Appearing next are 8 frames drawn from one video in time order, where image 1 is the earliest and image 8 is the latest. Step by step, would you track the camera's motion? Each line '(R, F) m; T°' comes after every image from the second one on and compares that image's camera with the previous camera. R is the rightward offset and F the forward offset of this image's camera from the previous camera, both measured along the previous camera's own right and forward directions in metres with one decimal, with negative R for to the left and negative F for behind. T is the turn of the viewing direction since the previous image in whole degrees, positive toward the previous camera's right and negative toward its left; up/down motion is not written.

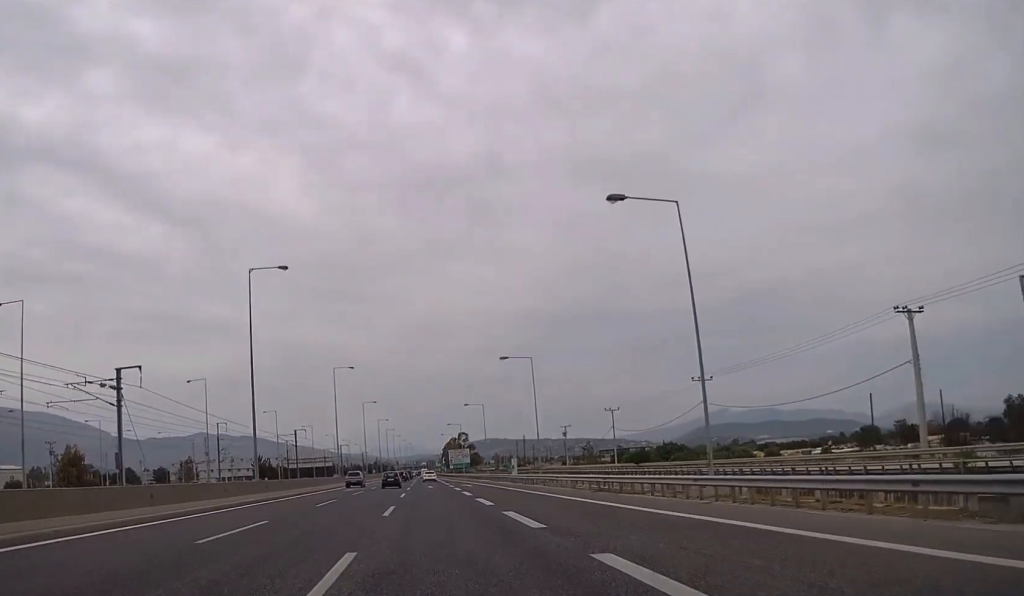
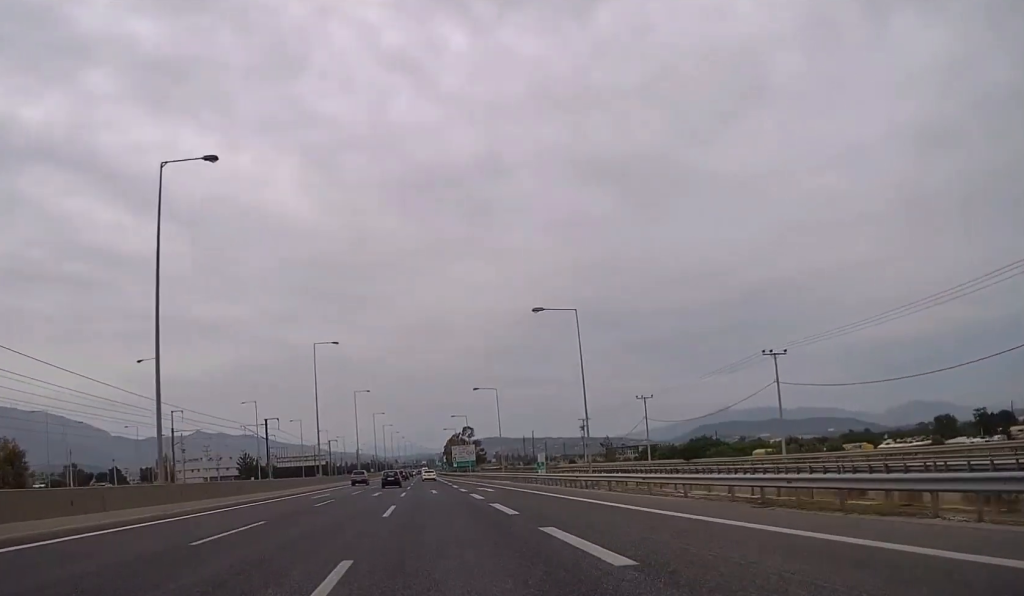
(-0.1, +18.9) m; 0°
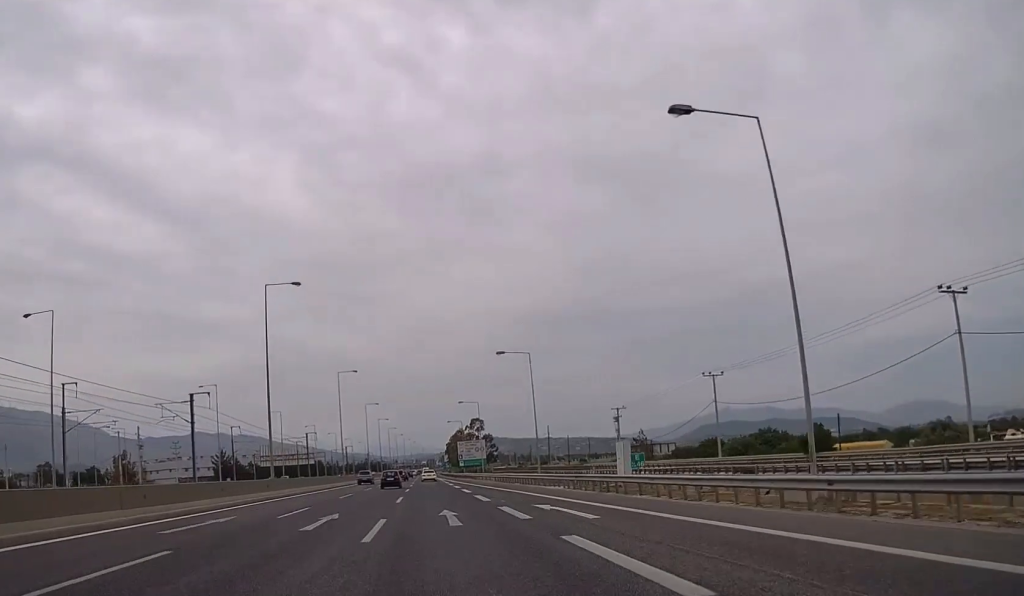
(+0.1, +26.5) m; 0°
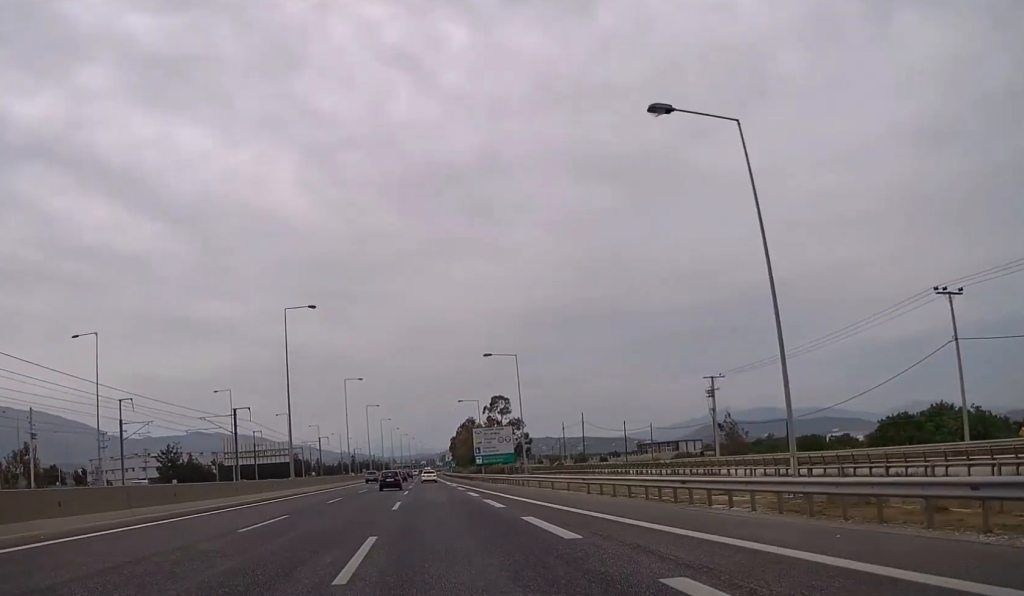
(-0.1, +41.4) m; 0°
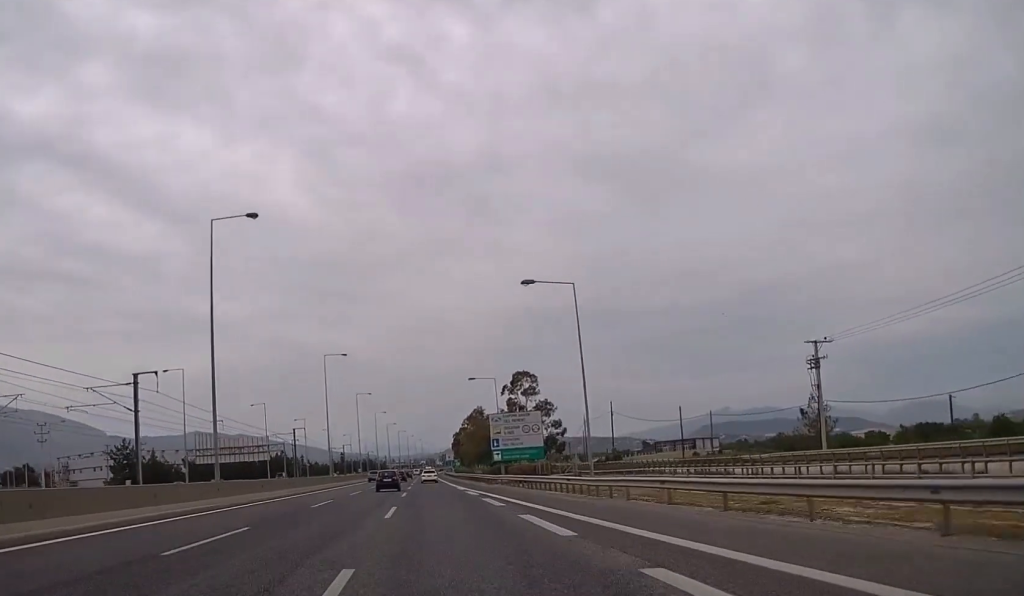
(0.0, +23.7) m; 0°
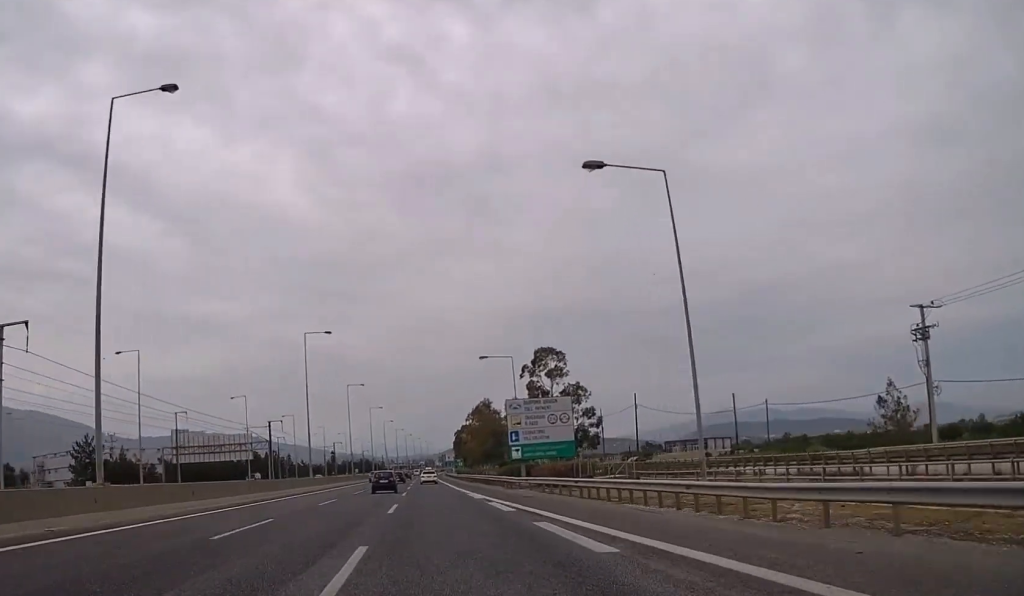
(0.0, +16.1) m; 0°
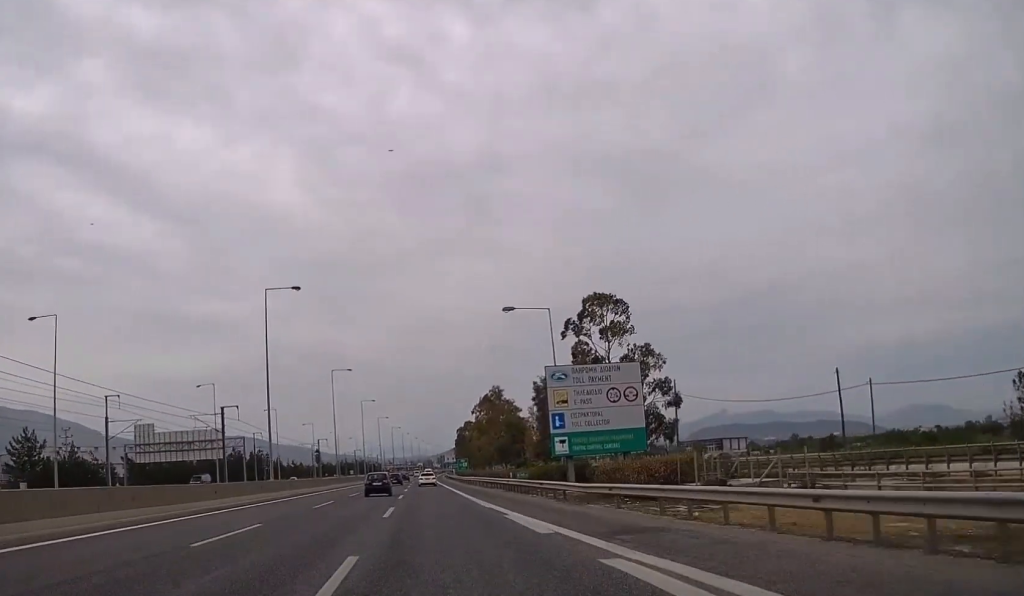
(0.0, +19.0) m; 0°
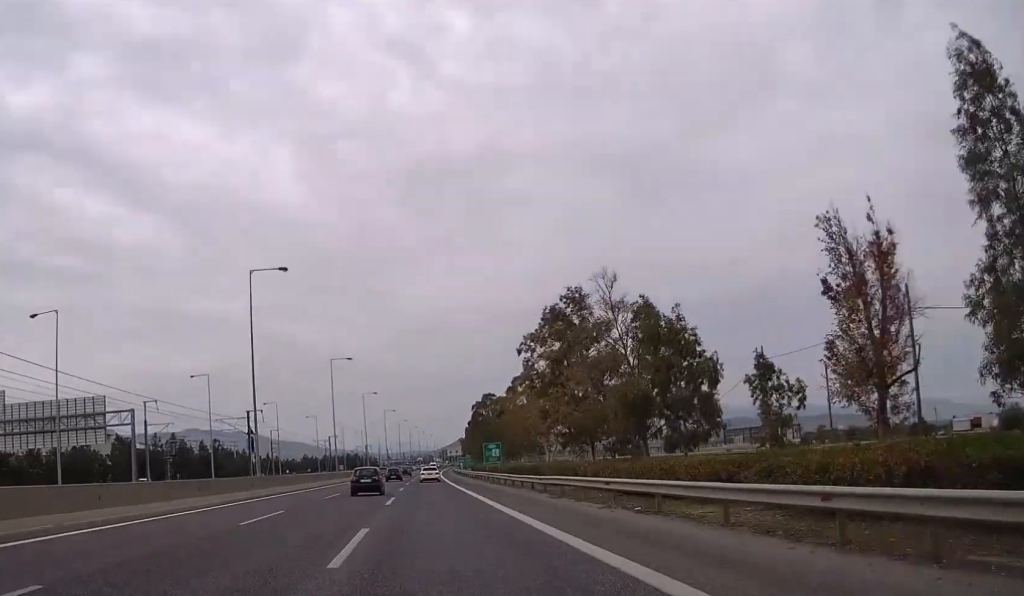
(-0.2, +51.9) m; 0°
